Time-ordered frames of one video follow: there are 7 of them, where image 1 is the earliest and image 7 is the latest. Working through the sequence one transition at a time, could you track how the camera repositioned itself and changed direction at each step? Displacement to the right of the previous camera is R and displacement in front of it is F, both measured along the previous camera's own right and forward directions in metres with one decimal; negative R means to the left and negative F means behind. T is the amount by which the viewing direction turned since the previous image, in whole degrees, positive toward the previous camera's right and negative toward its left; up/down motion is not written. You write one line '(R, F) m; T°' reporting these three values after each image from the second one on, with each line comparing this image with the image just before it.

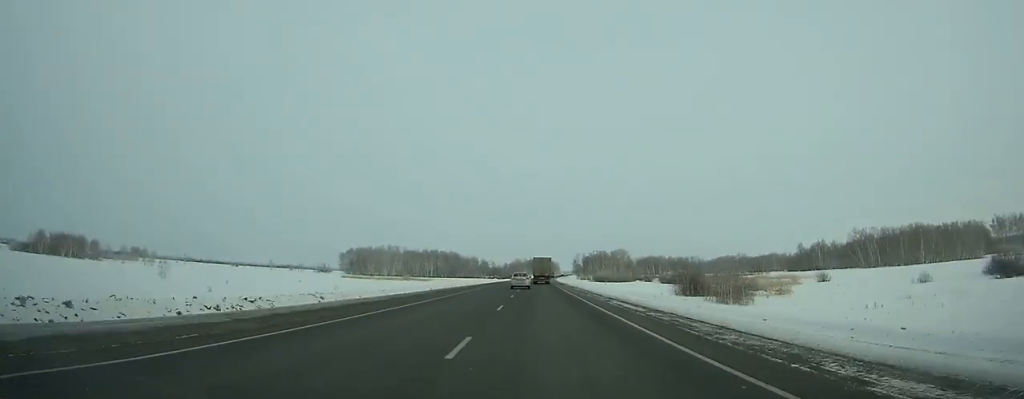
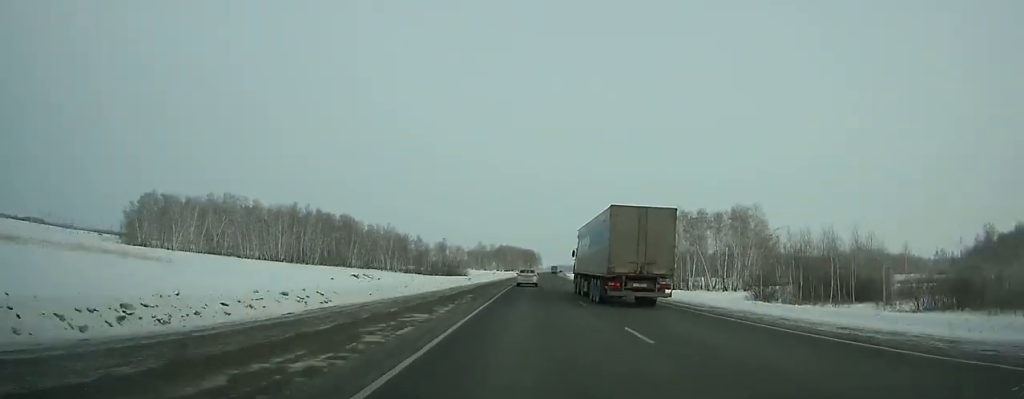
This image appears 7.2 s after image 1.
(+4.3, +216.8) m; +3°
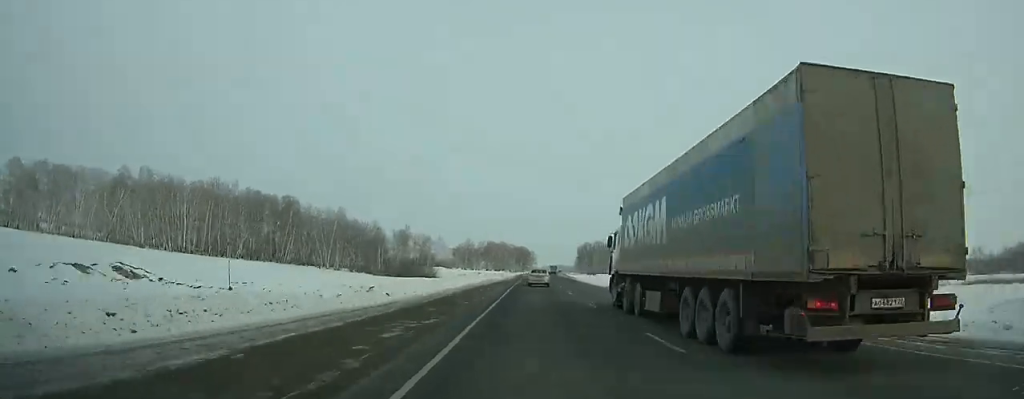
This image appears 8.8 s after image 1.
(+0.6, +49.4) m; +1°
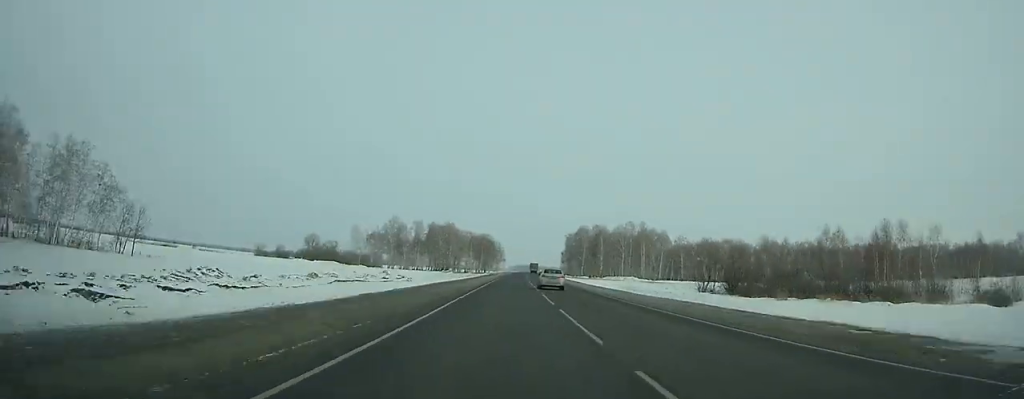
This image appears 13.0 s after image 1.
(+2.4, +128.8) m; +2°
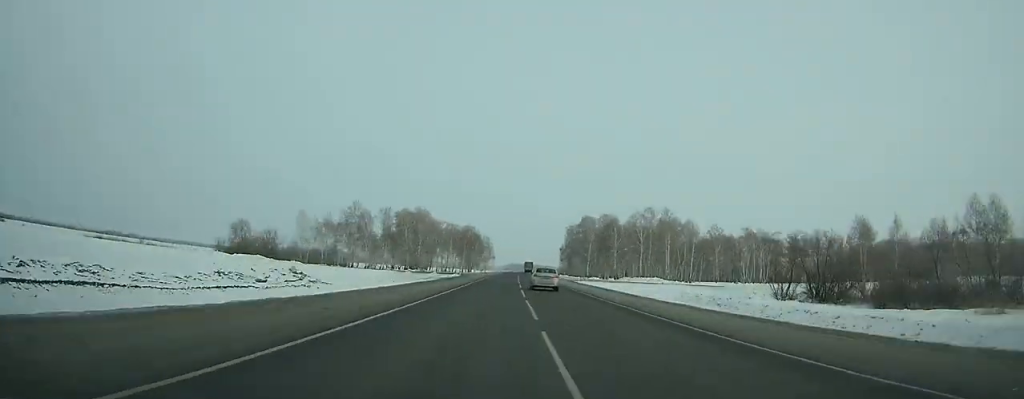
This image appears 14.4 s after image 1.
(+0.6, +41.6) m; 0°
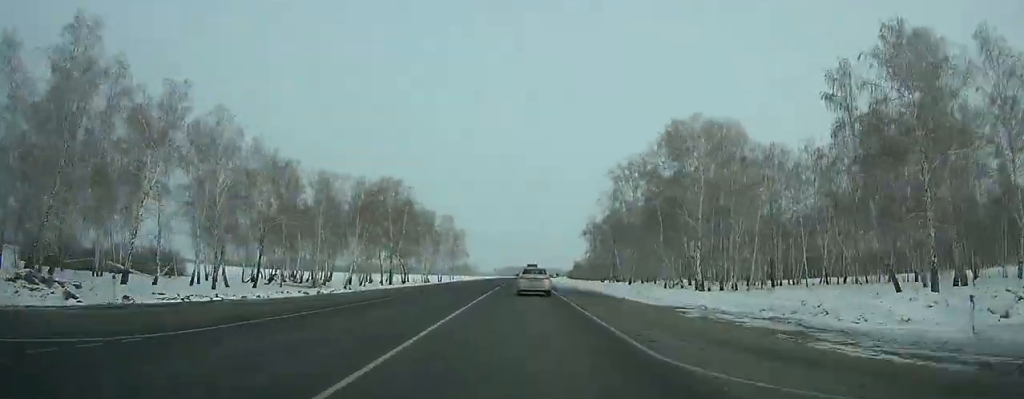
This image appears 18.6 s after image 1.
(+1.1, +121.8) m; +1°
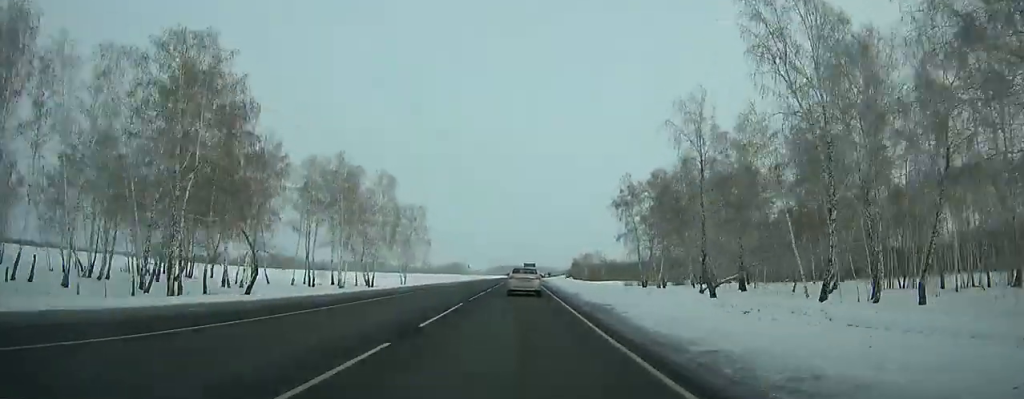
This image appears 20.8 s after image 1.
(+0.3, +61.2) m; 0°
